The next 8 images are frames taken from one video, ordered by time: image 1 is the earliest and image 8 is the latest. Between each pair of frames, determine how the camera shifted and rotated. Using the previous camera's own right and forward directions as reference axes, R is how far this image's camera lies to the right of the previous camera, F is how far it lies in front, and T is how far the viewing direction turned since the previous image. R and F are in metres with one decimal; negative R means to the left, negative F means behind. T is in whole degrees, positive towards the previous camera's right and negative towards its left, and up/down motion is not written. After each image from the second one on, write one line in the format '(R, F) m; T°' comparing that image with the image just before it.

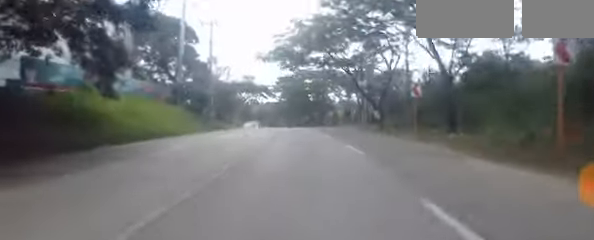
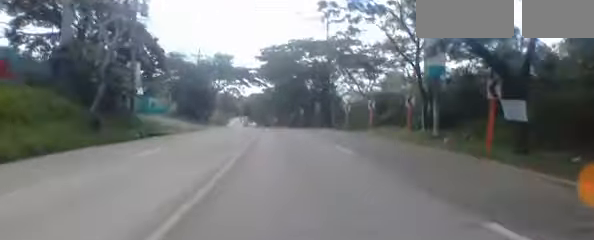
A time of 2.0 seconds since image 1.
(+0.4, +20.2) m; -1°
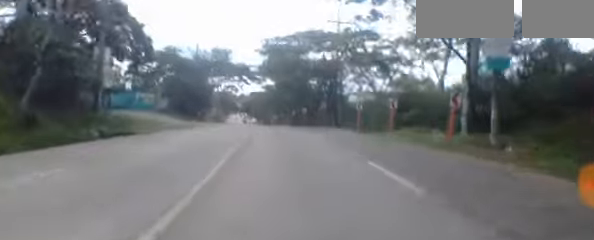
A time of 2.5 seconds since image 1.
(-0.1, +5.0) m; -1°
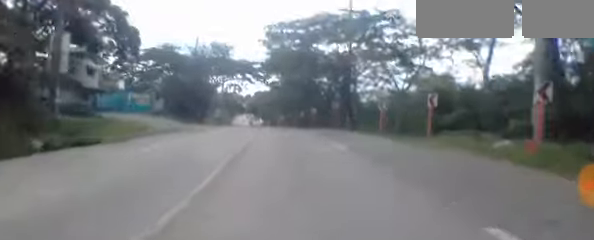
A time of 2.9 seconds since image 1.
(+0.1, +4.7) m; +1°
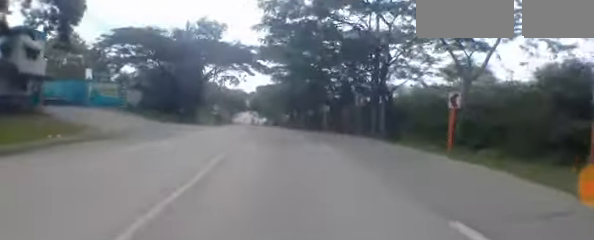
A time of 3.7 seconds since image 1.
(+0.1, +8.8) m; 0°
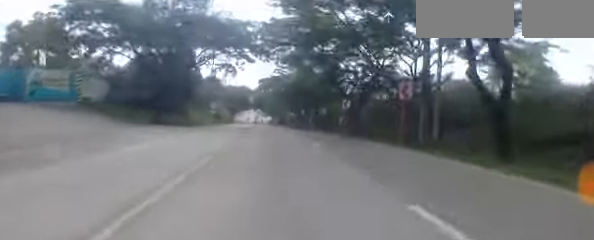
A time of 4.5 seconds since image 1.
(0.0, +9.2) m; -1°
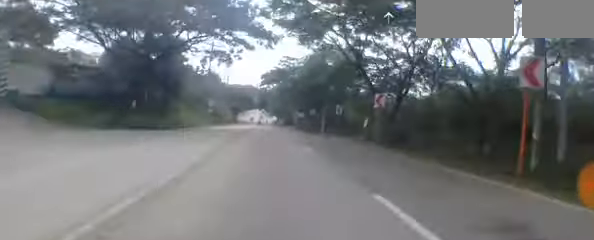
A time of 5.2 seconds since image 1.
(-0.1, +8.7) m; -1°
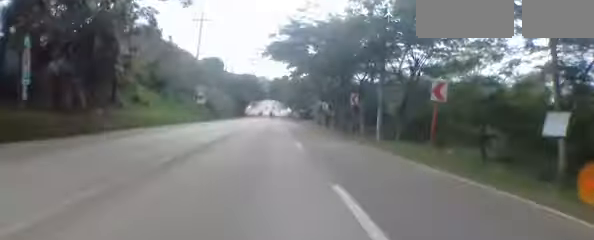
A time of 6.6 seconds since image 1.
(-0.3, +18.8) m; -3°
